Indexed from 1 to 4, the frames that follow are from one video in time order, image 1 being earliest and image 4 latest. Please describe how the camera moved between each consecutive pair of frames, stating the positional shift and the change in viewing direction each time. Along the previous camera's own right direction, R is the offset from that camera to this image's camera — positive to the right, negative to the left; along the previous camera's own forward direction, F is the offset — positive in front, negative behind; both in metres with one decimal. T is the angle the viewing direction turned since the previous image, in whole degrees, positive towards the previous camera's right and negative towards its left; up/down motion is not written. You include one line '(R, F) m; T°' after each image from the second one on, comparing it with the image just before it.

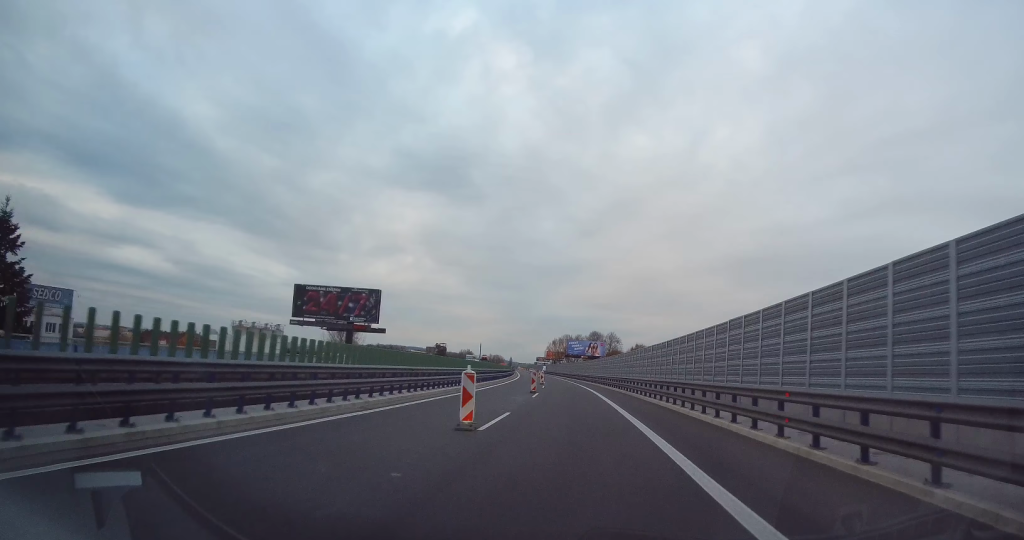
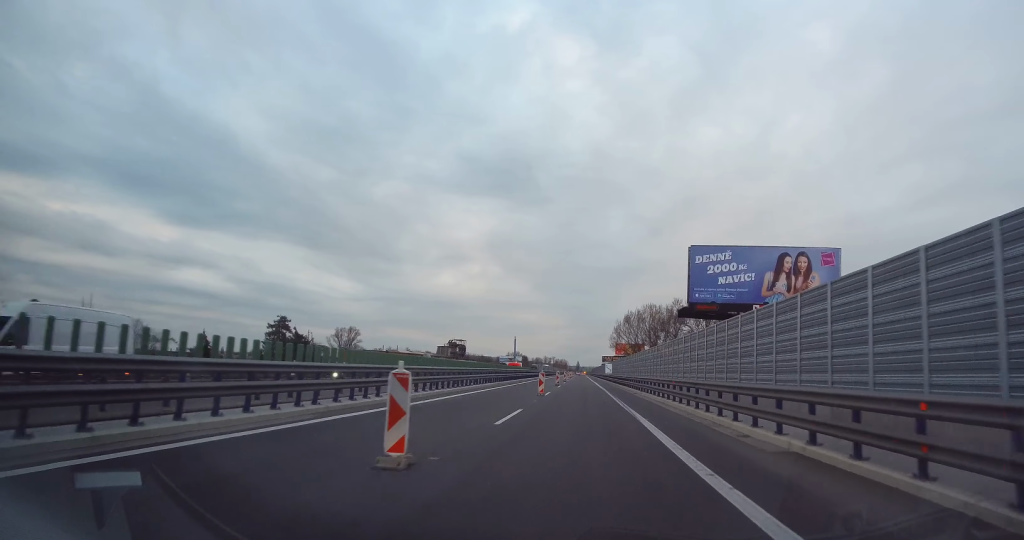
(-7.9, +121.0) m; -6°
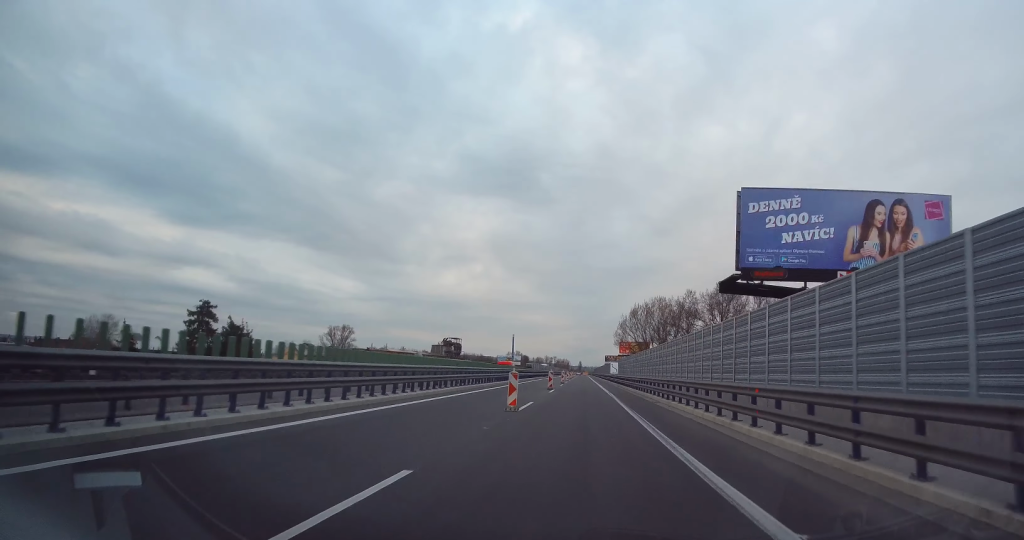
(0.0, +13.0) m; 0°
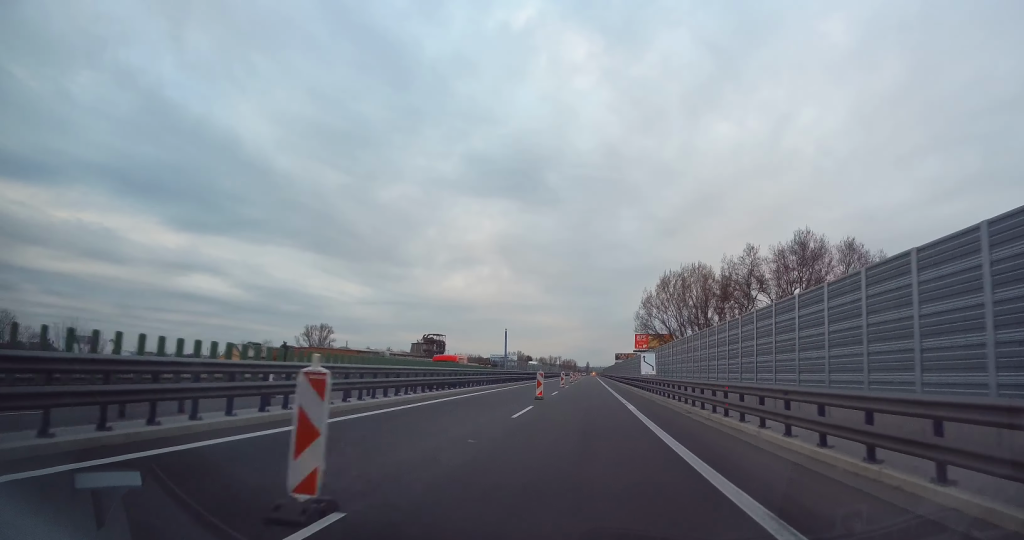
(-0.6, +38.0) m; -1°
